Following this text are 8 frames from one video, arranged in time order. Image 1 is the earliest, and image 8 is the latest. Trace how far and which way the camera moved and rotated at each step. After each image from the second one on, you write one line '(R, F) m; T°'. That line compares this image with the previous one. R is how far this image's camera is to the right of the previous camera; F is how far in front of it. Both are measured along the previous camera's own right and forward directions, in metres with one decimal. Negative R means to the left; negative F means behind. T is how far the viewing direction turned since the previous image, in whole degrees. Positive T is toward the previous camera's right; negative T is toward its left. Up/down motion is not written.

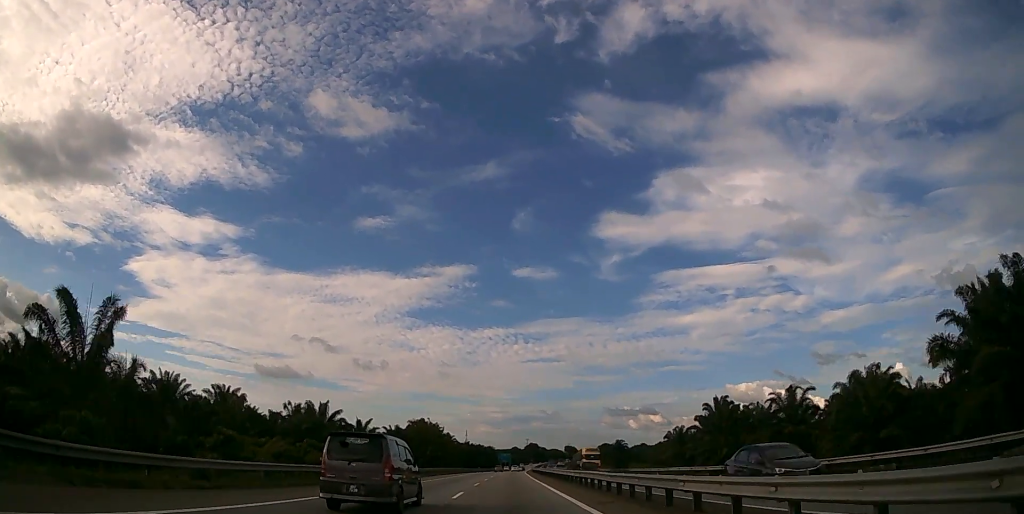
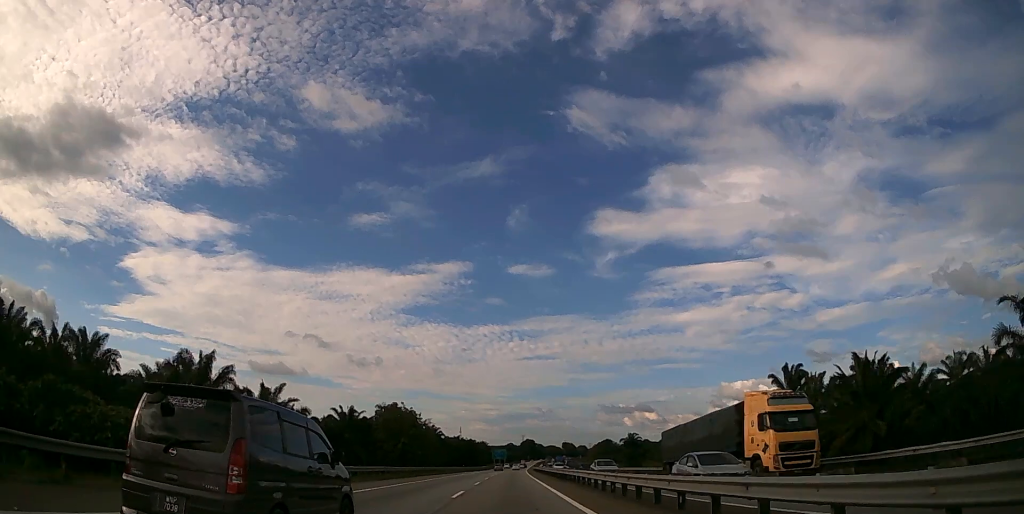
(+0.3, +35.4) m; +1°
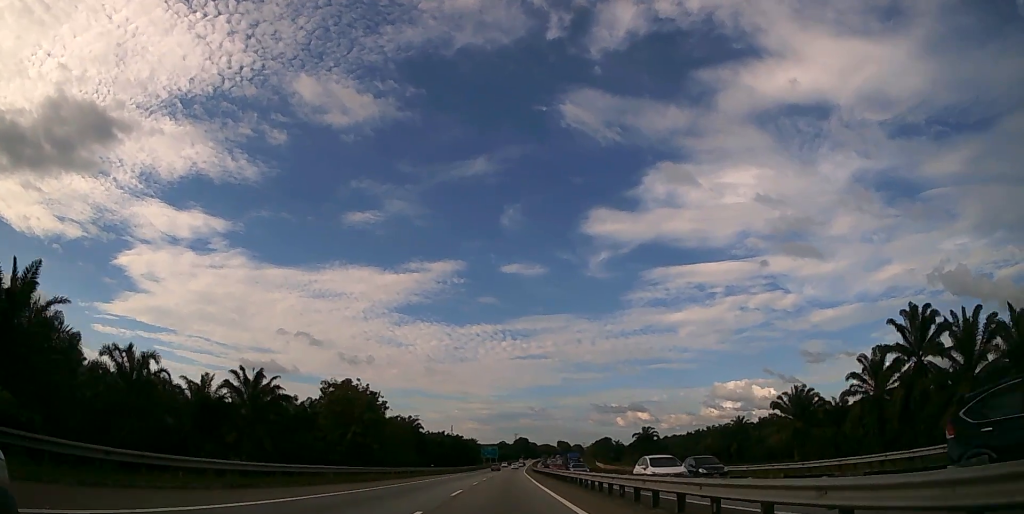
(+0.2, +34.5) m; +1°
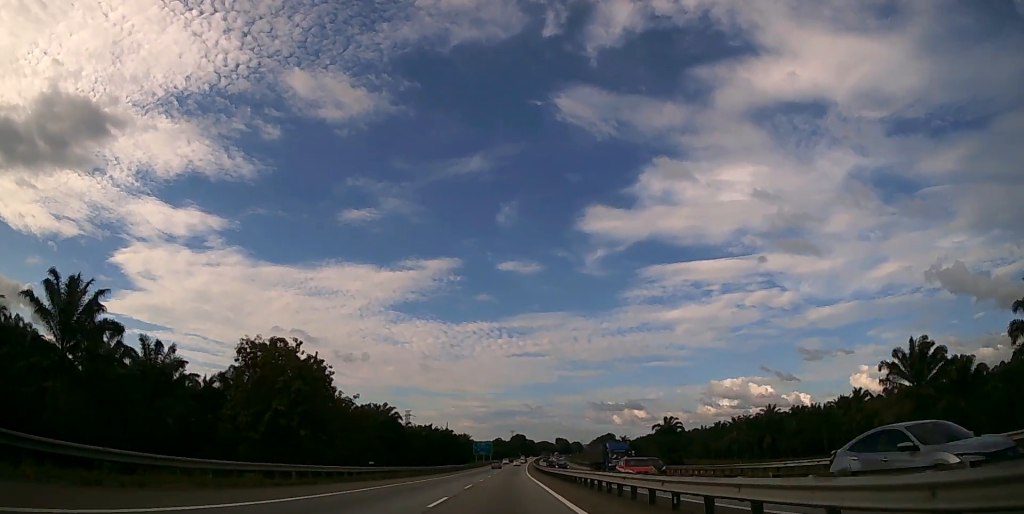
(+0.1, +29.9) m; +1°
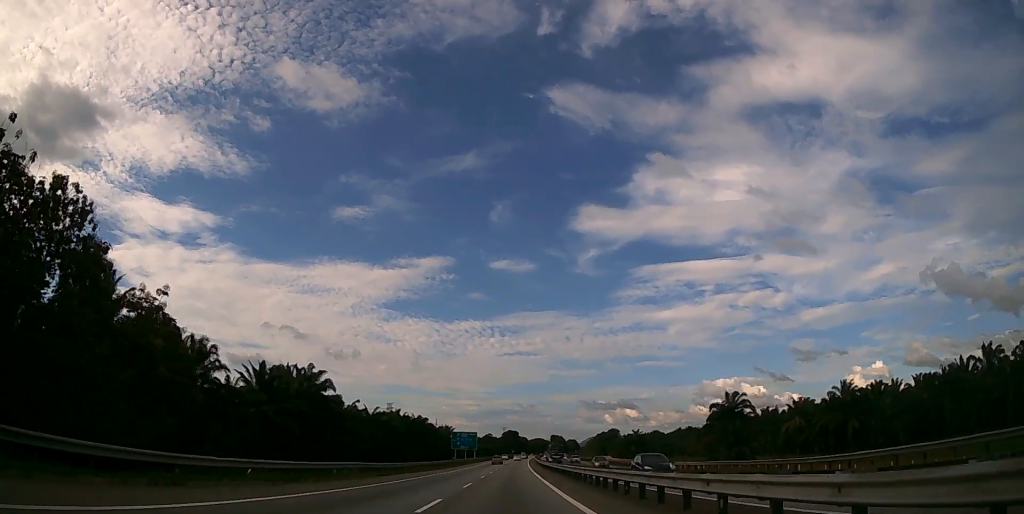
(+0.4, +50.7) m; +1°
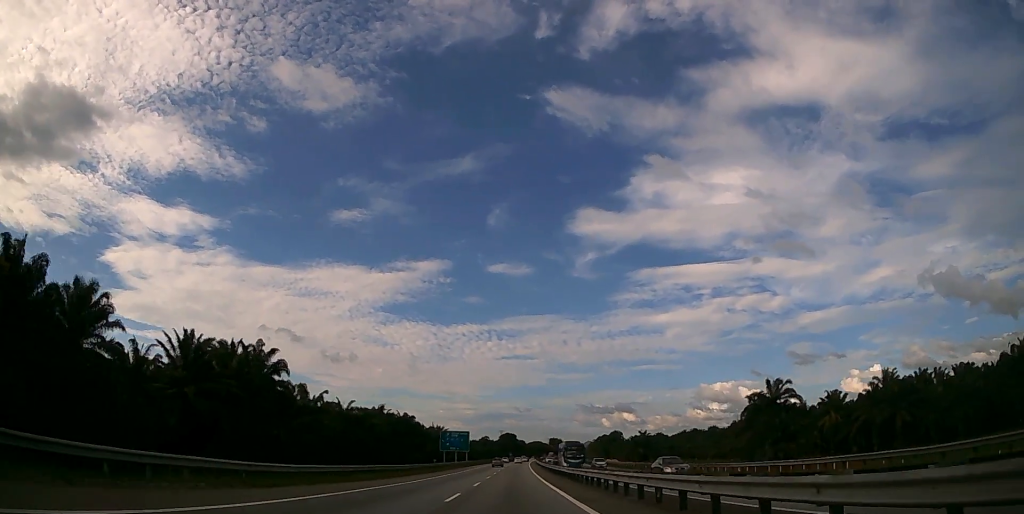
(0.0, +19.4) m; 0°
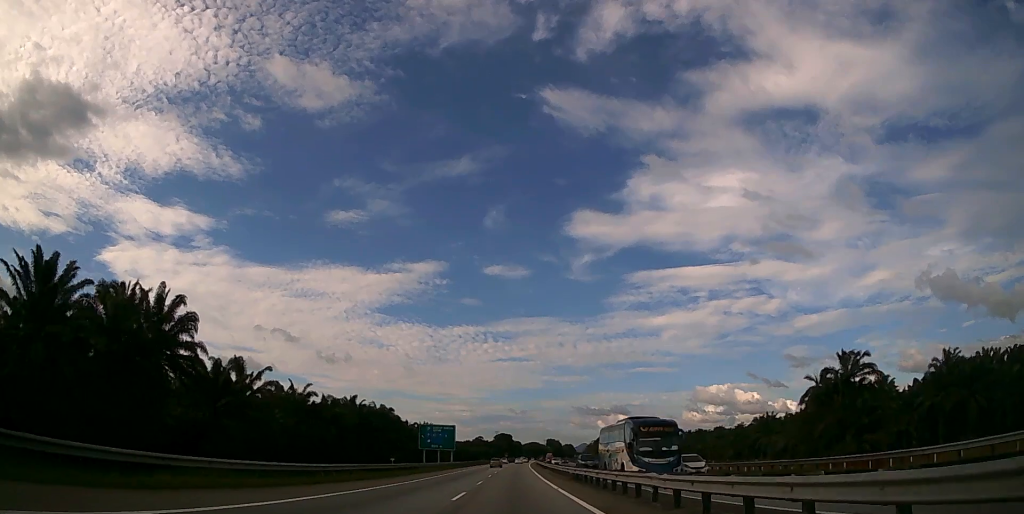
(+0.1, +23.2) m; 0°
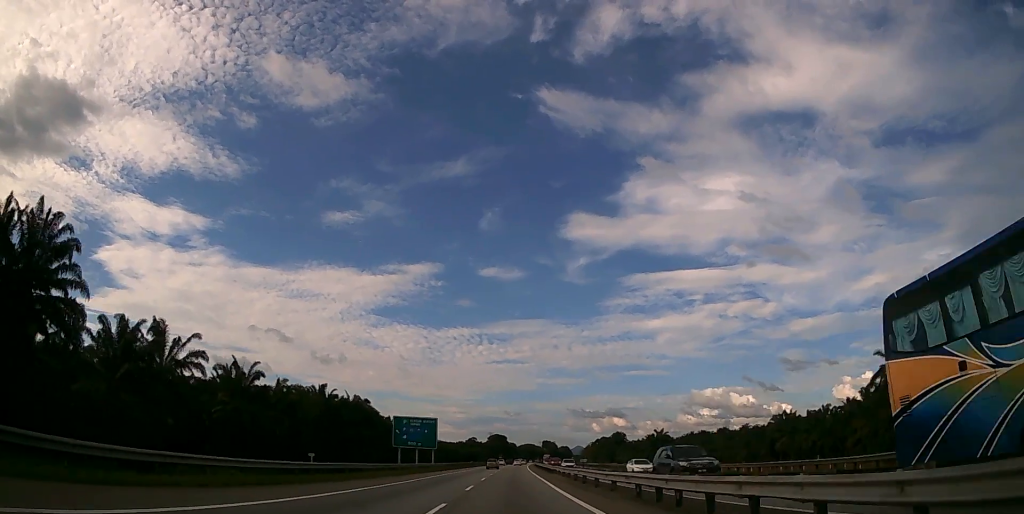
(+0.1, +18.4) m; 0°
